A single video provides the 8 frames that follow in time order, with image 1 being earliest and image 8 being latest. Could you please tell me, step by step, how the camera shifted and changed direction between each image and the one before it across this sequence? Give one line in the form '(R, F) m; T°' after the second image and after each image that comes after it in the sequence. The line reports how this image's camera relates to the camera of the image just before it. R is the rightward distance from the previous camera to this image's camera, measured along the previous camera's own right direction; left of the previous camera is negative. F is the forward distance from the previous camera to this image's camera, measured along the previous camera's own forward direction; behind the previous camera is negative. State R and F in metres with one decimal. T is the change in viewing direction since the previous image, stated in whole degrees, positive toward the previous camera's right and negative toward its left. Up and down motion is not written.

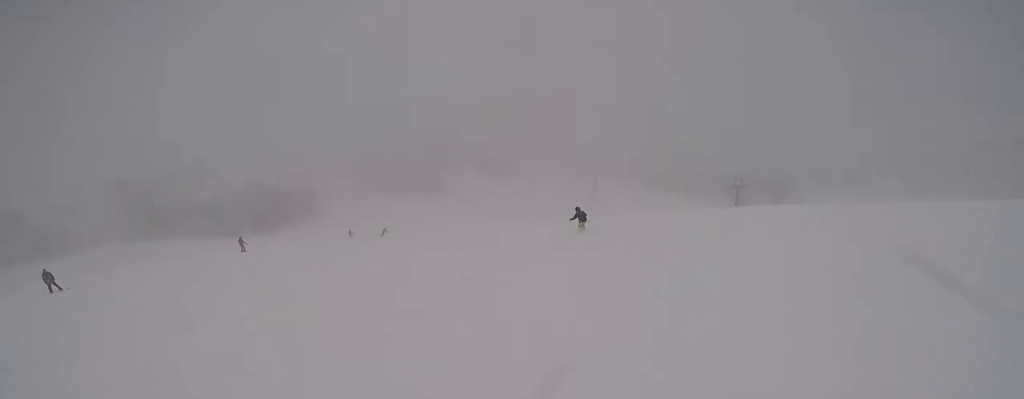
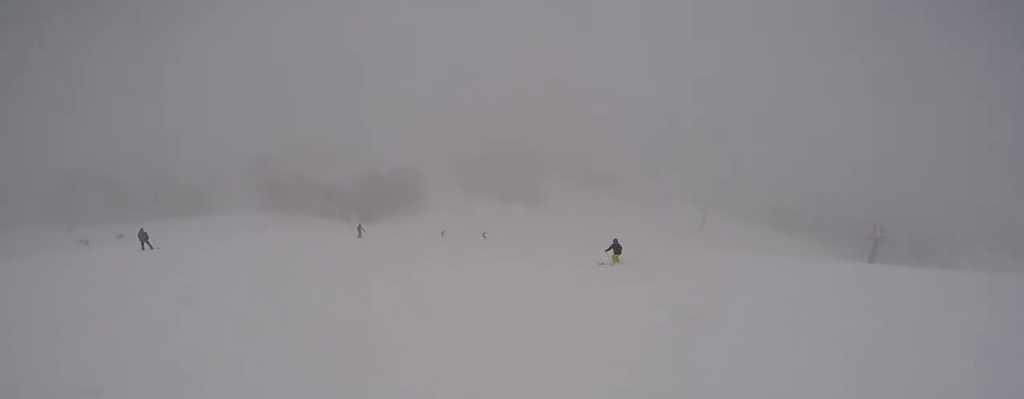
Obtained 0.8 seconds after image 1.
(+0.4, +3.7) m; -5°
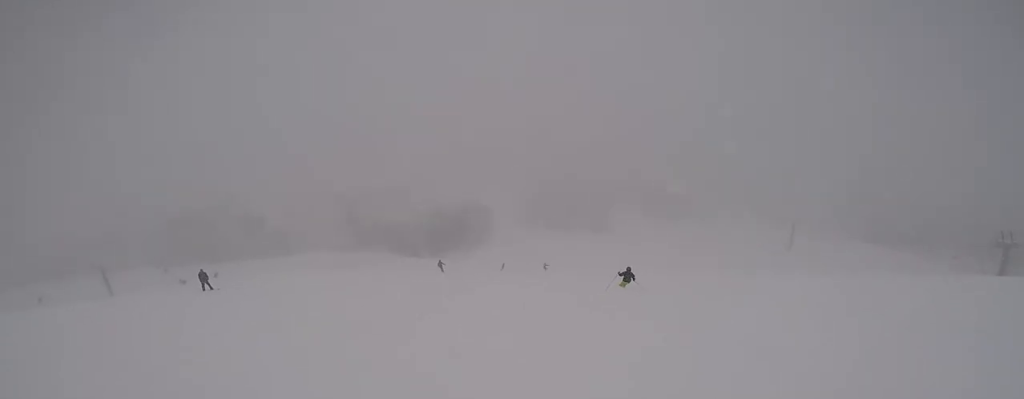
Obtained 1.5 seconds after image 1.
(-0.2, +2.9) m; -16°
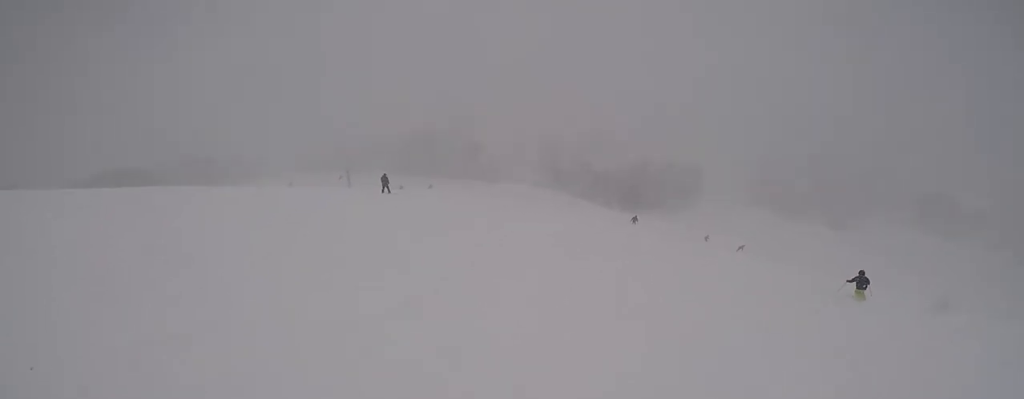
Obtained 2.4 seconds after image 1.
(-0.9, +3.4) m; -35°
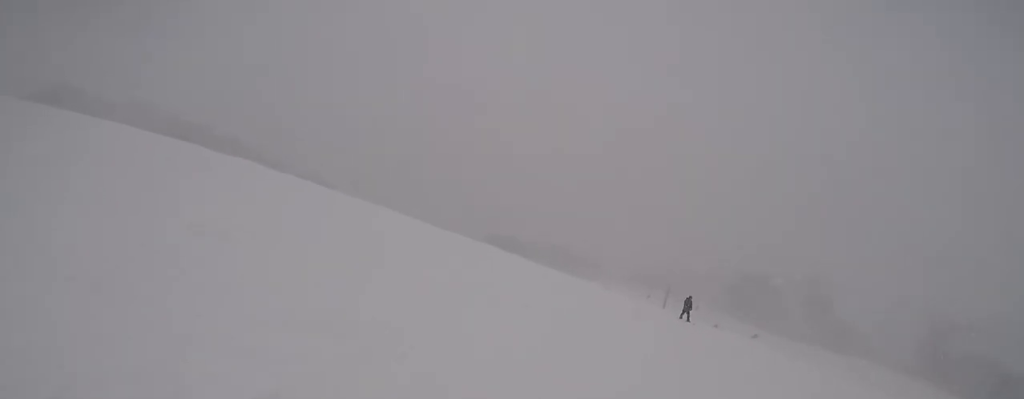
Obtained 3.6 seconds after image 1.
(-1.8, +3.7) m; -41°
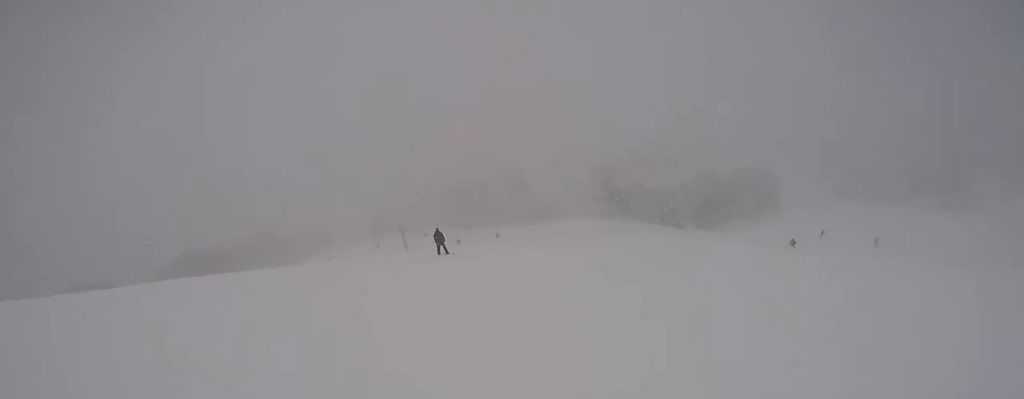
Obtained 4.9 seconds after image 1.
(-0.9, +4.2) m; 0°
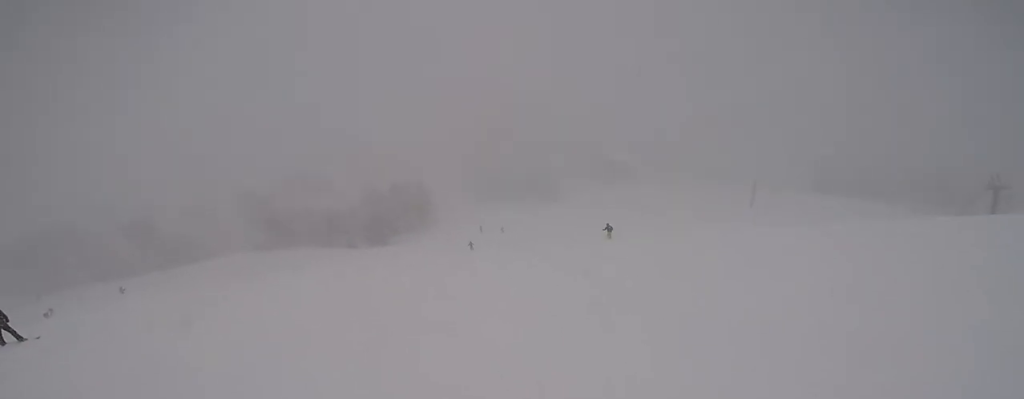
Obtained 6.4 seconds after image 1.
(+2.1, +4.4) m; +54°
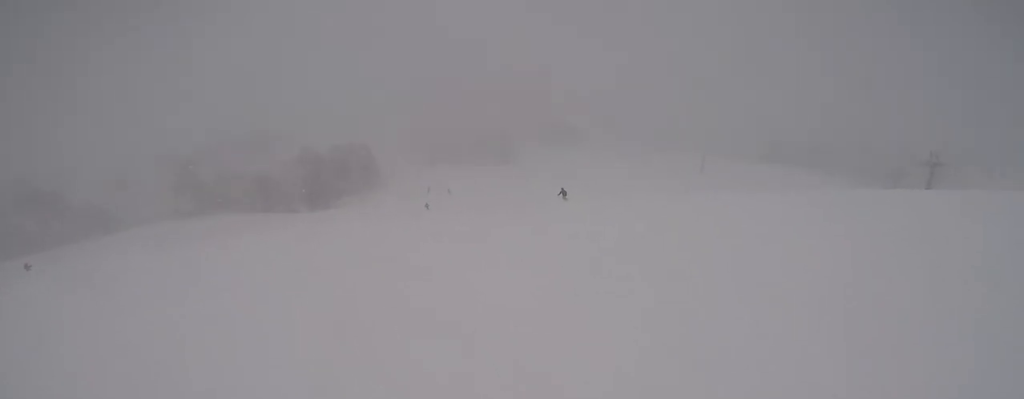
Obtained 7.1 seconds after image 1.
(+0.5, +1.9) m; +16°
